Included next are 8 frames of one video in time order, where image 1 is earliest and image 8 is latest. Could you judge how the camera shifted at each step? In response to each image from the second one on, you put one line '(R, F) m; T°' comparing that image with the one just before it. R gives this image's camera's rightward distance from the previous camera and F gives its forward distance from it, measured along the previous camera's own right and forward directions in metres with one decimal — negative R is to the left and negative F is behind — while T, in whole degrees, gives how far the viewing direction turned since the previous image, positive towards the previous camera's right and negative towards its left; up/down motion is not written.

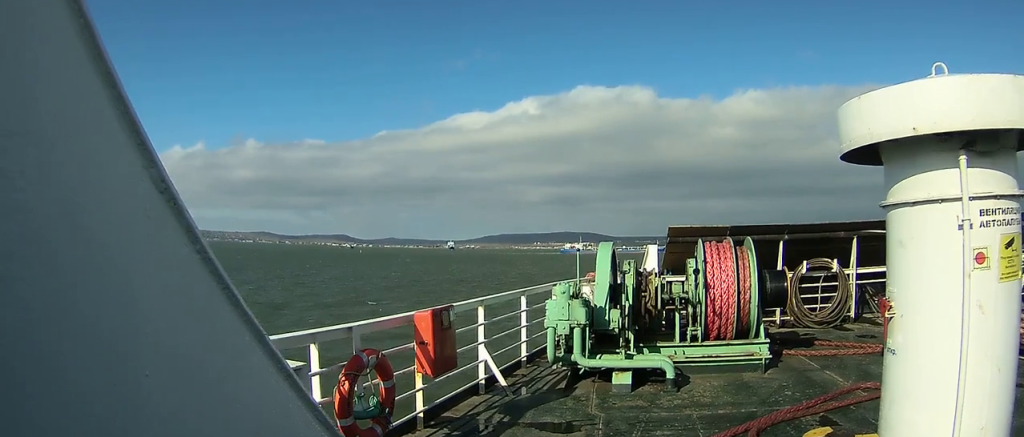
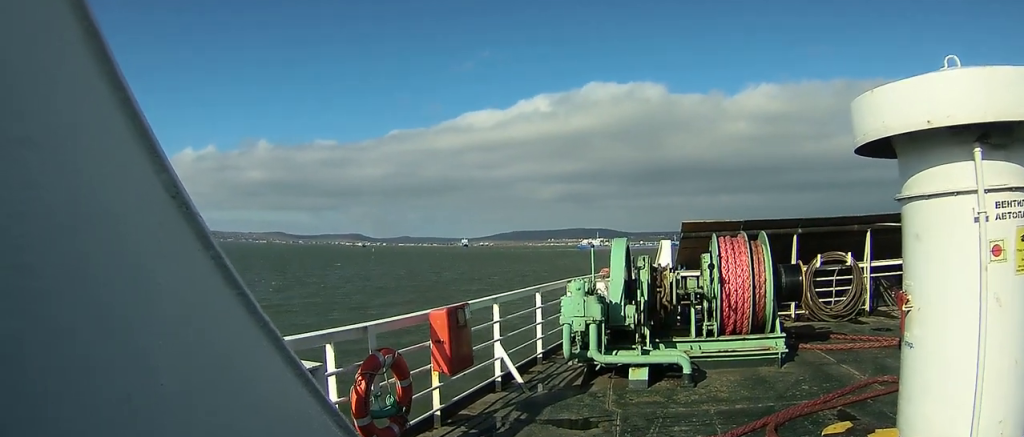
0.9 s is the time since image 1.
(-0.1, +4.1) m; 0°
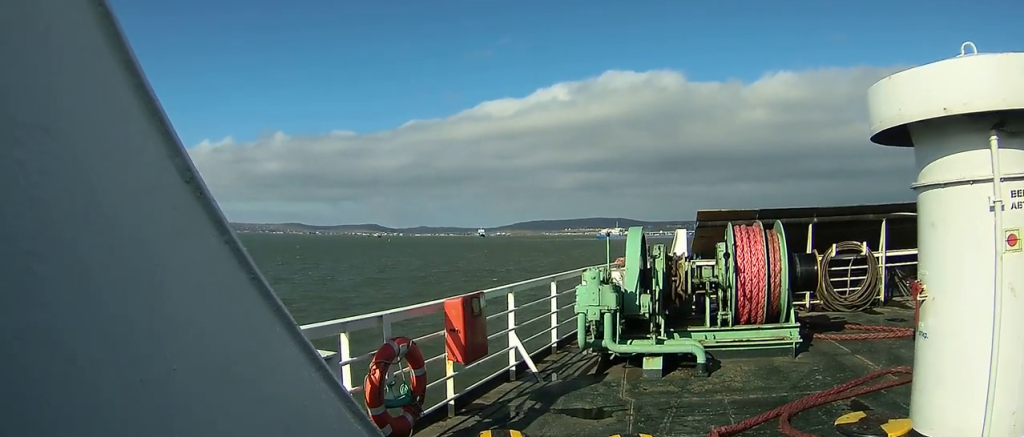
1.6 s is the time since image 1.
(0.0, +3.3) m; +2°
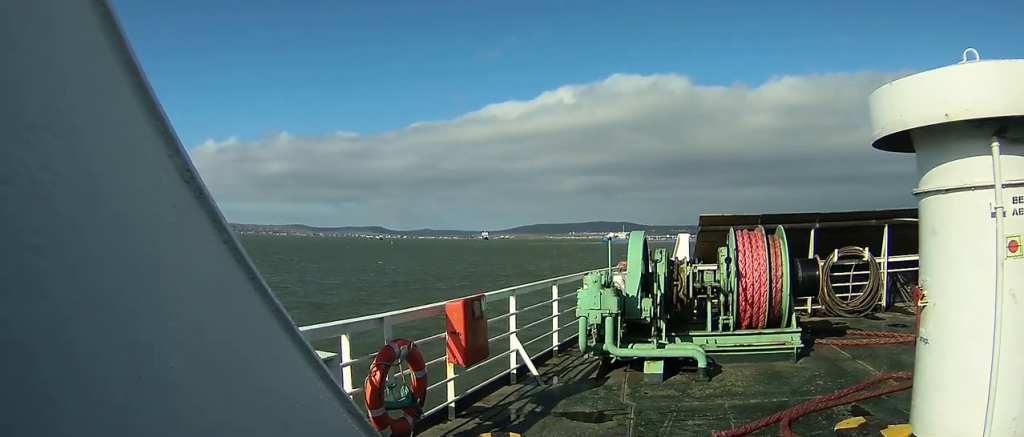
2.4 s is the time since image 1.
(+0.1, +3.5) m; 0°
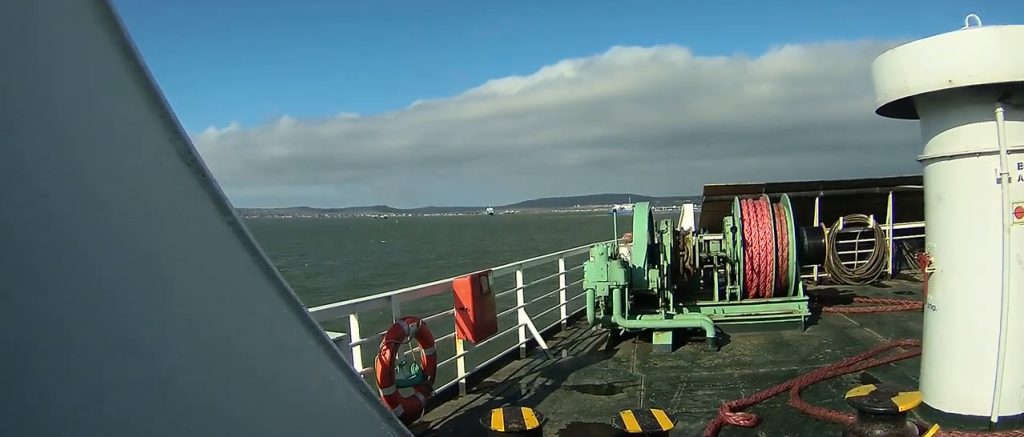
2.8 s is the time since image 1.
(0.0, +1.8) m; -1°
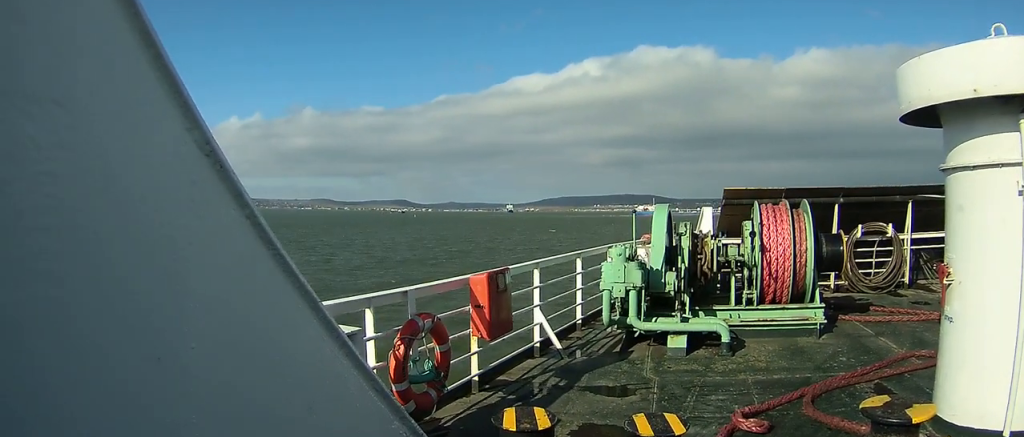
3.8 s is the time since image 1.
(-0.2, +4.6) m; -3°
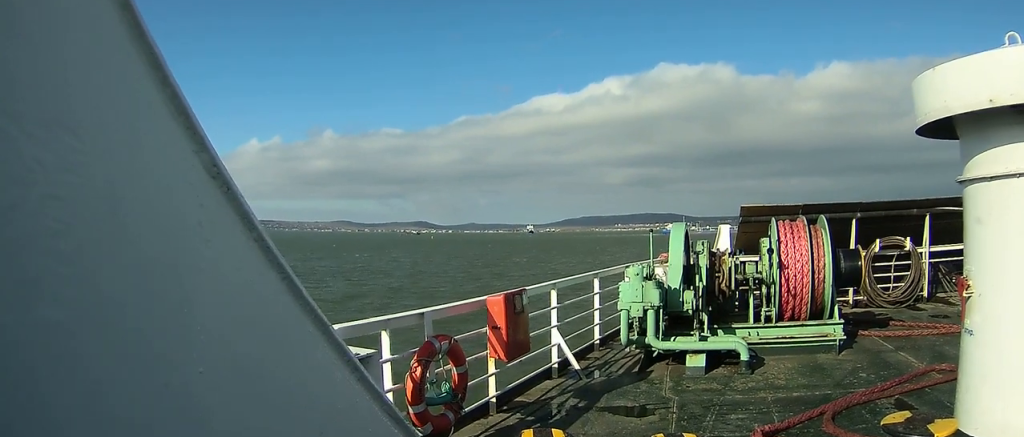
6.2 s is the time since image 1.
(0.0, +11.3) m; +2°
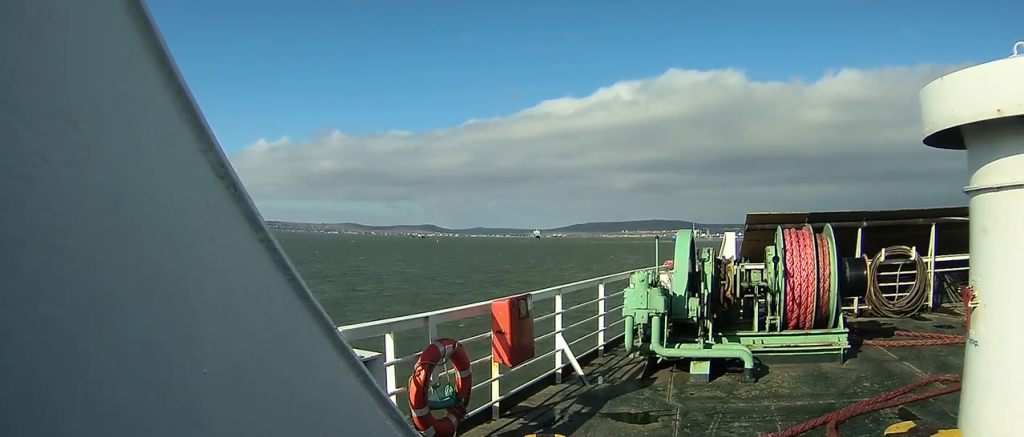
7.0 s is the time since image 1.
(0.0, +3.5) m; +1°
